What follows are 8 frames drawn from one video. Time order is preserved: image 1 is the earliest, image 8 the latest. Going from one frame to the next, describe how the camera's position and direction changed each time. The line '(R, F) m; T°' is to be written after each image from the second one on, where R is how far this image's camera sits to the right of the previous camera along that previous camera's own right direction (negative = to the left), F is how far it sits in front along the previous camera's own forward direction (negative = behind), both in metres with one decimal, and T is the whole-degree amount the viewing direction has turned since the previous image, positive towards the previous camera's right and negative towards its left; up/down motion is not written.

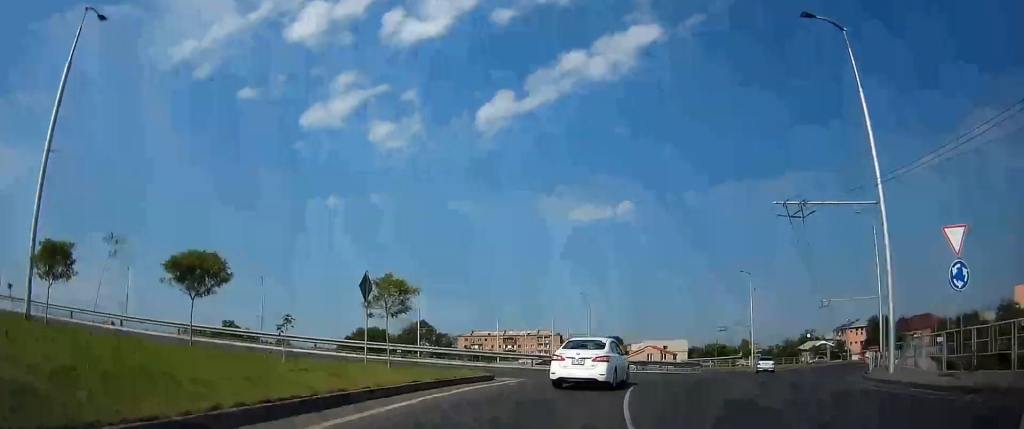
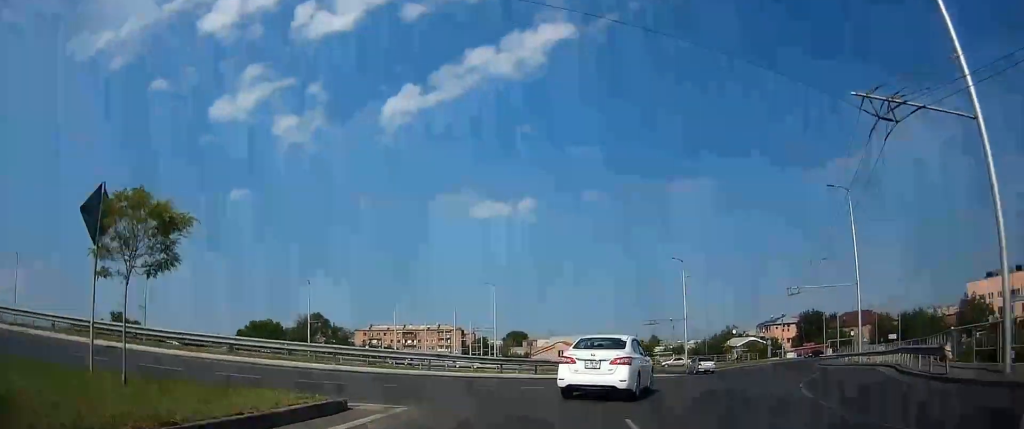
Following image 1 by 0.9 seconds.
(-0.1, +10.3) m; +3°
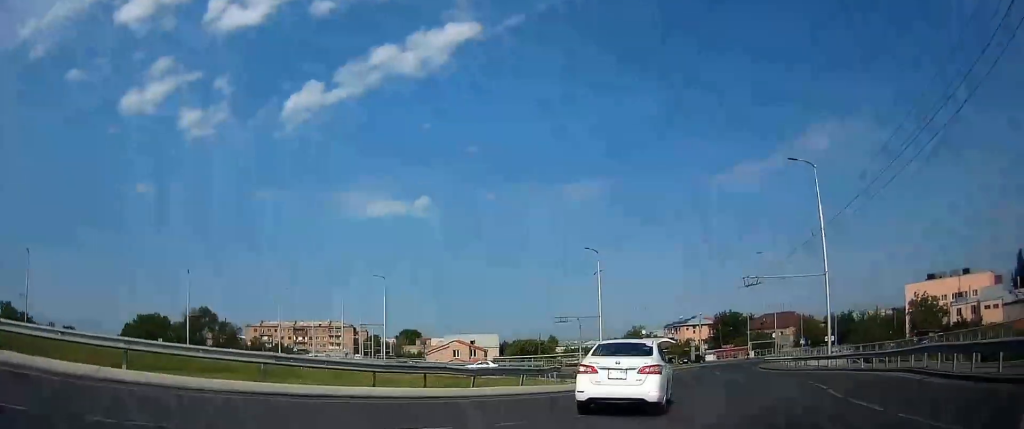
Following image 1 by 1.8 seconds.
(+0.5, +8.5) m; +7°
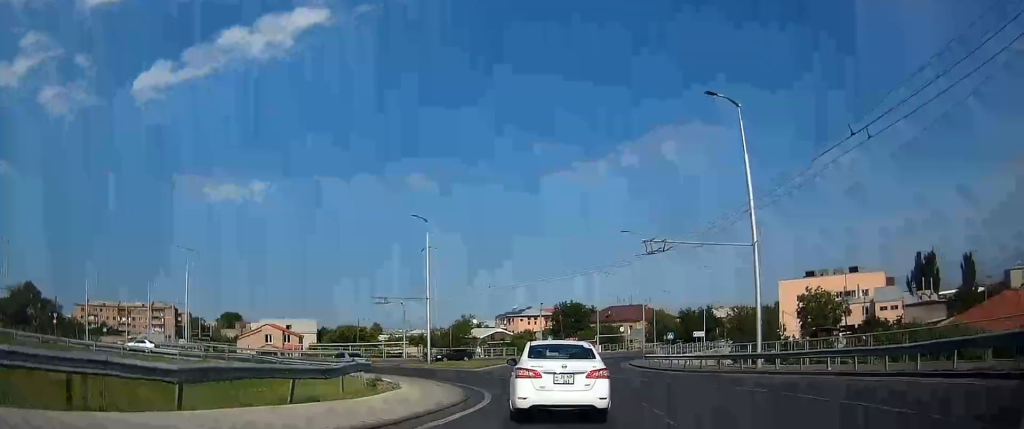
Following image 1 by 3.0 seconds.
(+1.1, +13.2) m; +15°
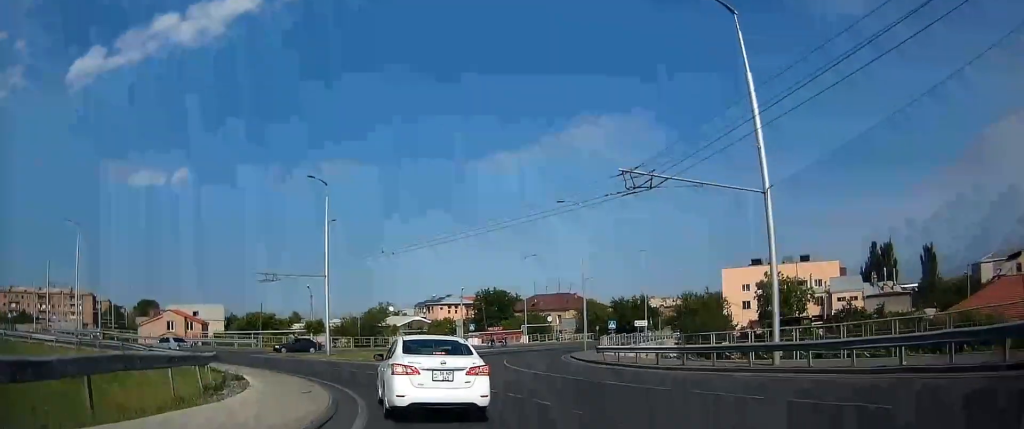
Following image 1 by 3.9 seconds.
(+1.9, +11.9) m; +15°
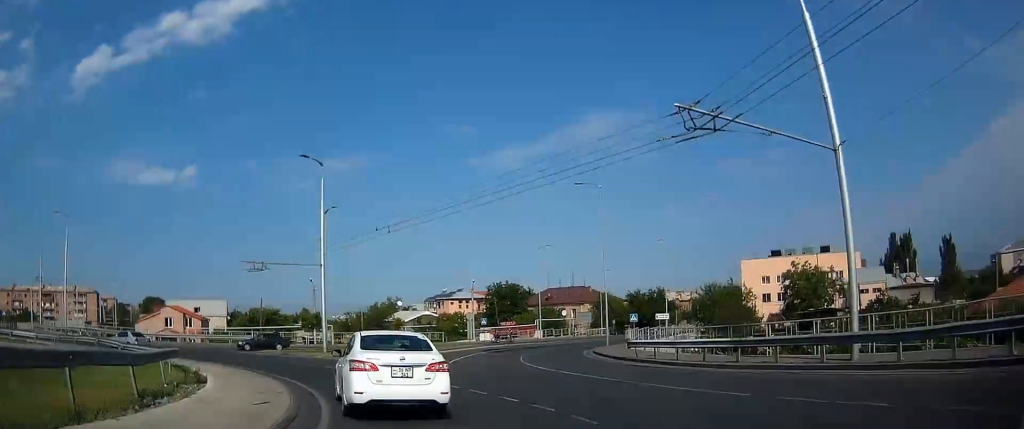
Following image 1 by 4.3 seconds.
(+0.2, +5.1) m; +6°
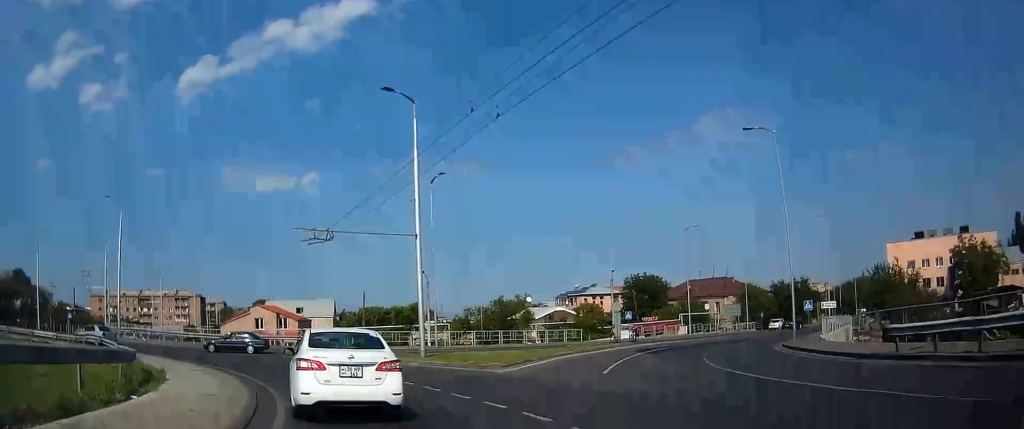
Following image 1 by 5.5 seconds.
(+1.1, +10.3) m; +2°
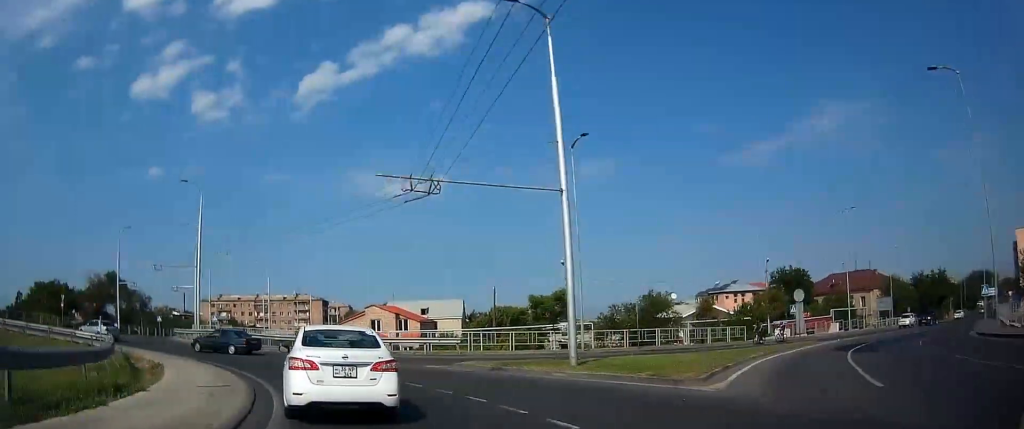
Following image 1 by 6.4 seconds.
(-0.3, +6.9) m; -9°
